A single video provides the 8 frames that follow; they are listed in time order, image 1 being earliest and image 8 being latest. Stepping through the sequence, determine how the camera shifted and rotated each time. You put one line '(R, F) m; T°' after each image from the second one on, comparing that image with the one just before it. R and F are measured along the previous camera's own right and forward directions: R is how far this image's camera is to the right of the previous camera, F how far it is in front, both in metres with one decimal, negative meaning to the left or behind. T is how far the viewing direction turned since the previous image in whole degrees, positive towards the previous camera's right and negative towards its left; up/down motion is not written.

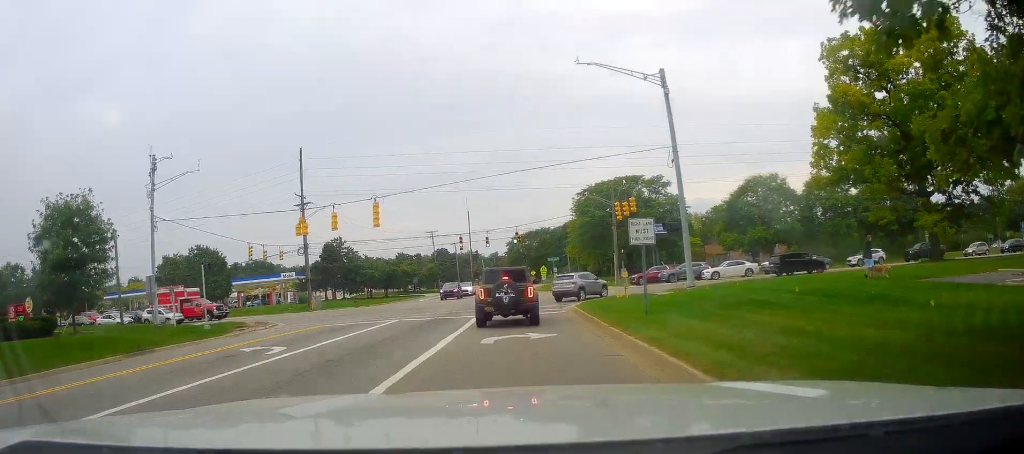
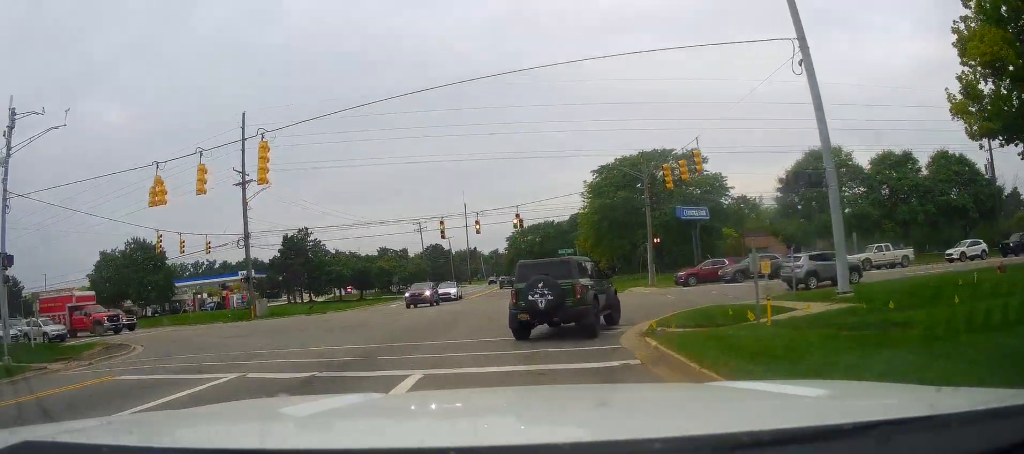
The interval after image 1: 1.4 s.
(-0.7, +19.7) m; 0°
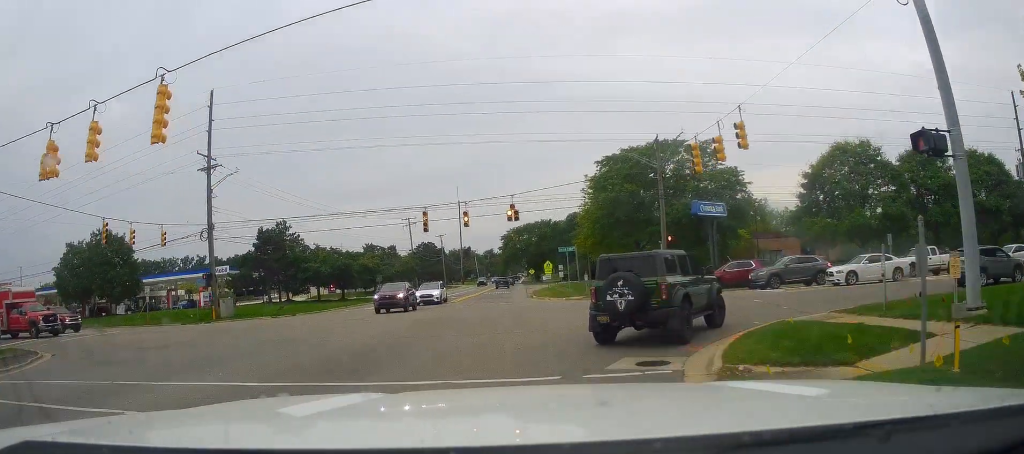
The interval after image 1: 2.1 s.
(+0.4, +7.4) m; +1°
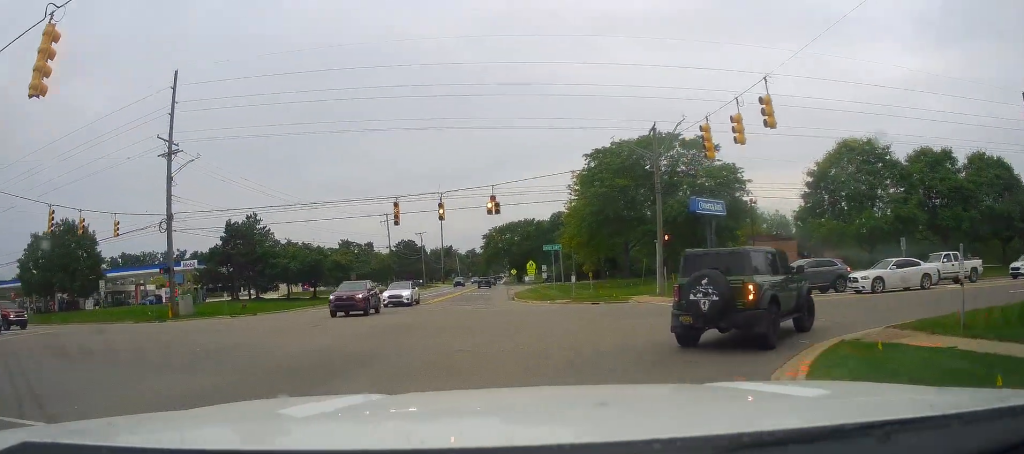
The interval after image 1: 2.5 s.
(+0.3, +4.9) m; +1°
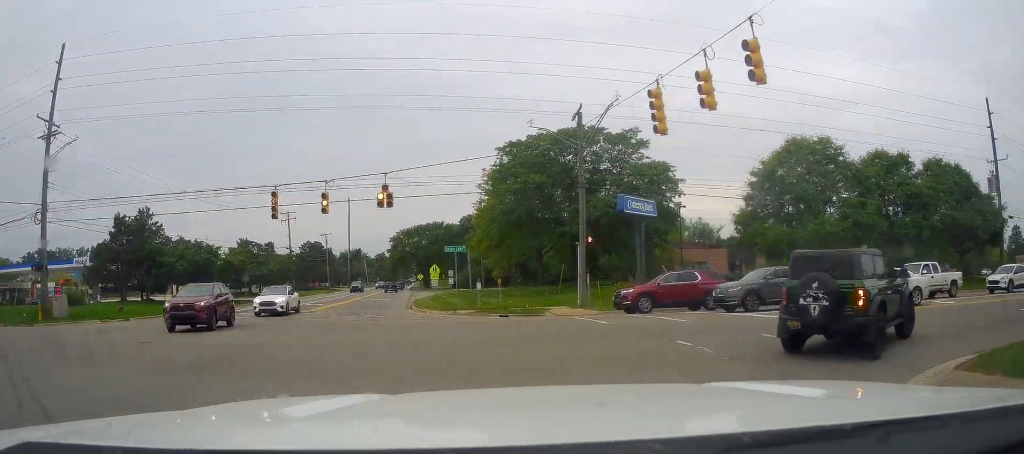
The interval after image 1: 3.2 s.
(-0.3, +6.7) m; 0°
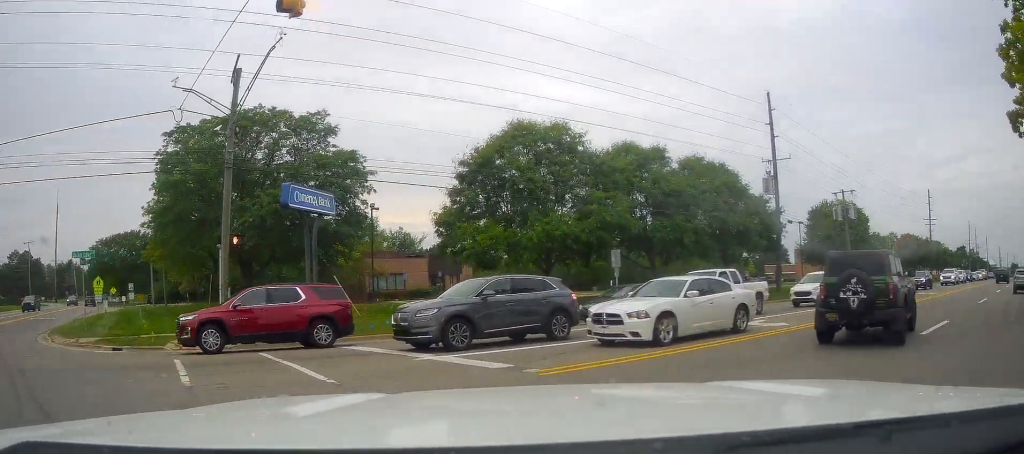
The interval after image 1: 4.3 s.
(+0.2, +10.5) m; +13°
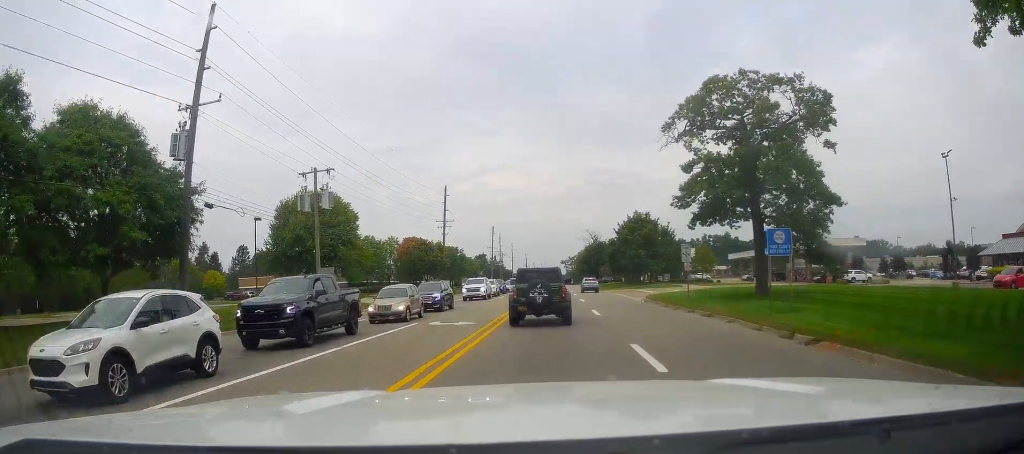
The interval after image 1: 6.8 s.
(+9.9, +14.2) m; +68°
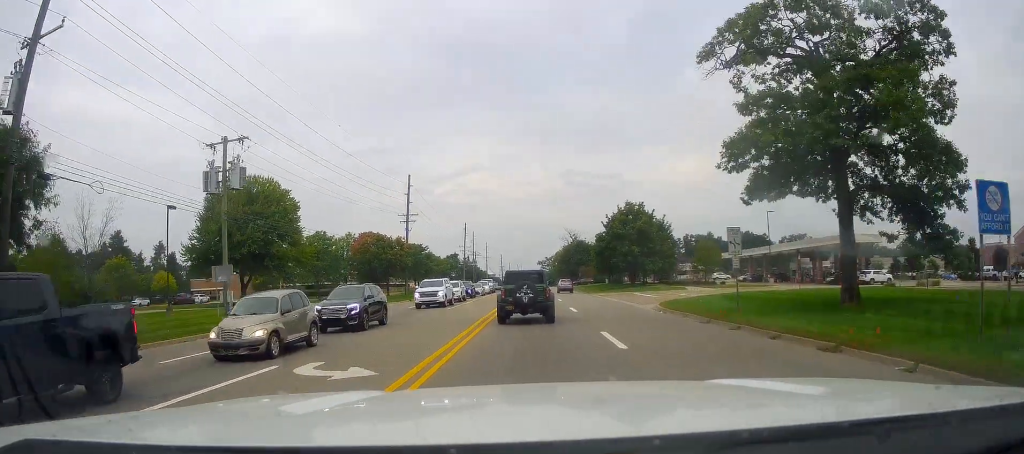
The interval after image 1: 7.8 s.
(+1.4, +8.8) m; +7°
